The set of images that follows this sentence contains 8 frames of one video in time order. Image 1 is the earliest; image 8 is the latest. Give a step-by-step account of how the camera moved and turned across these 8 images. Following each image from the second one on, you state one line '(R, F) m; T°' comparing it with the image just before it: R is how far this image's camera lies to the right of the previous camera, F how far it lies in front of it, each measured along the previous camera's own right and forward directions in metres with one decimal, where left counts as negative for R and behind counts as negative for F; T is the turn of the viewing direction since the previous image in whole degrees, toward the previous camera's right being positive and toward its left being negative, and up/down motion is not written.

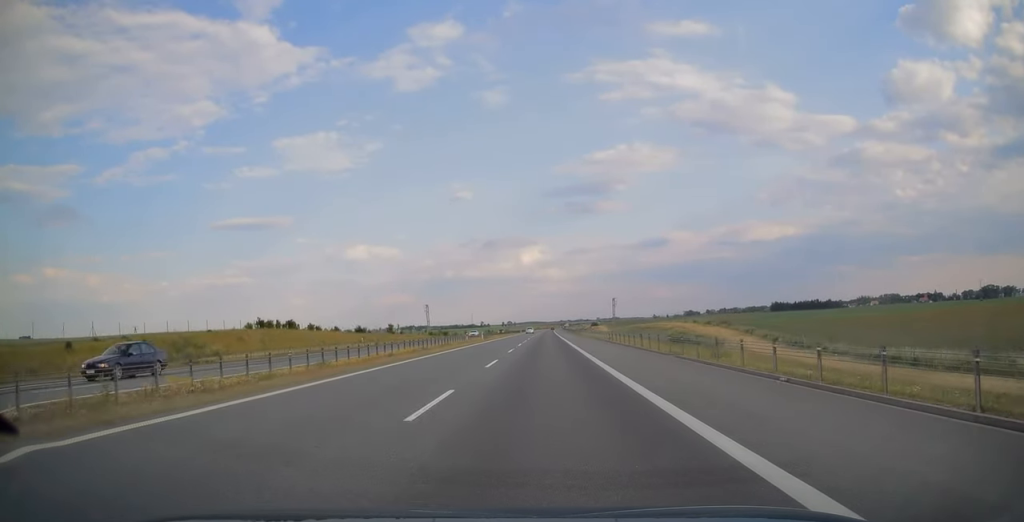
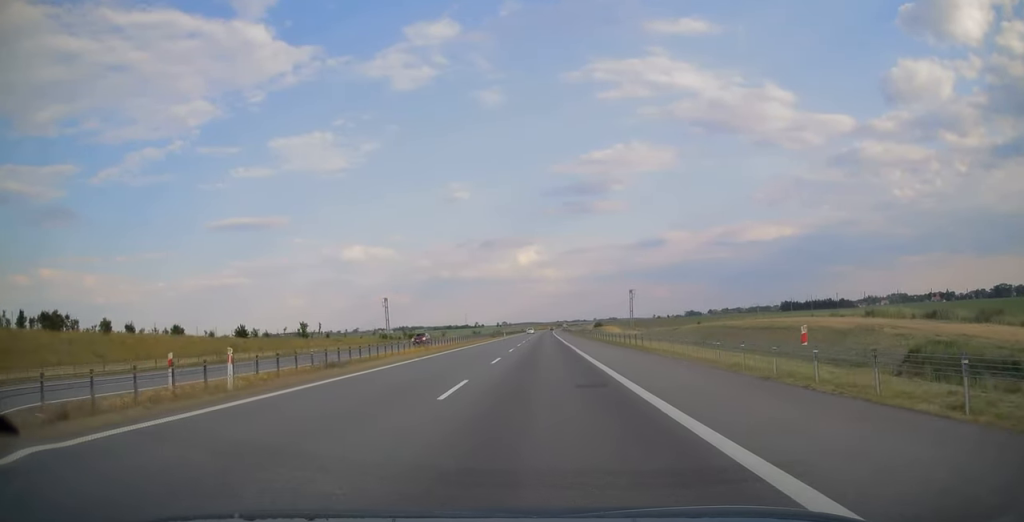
(+0.1, +57.3) m; 0°
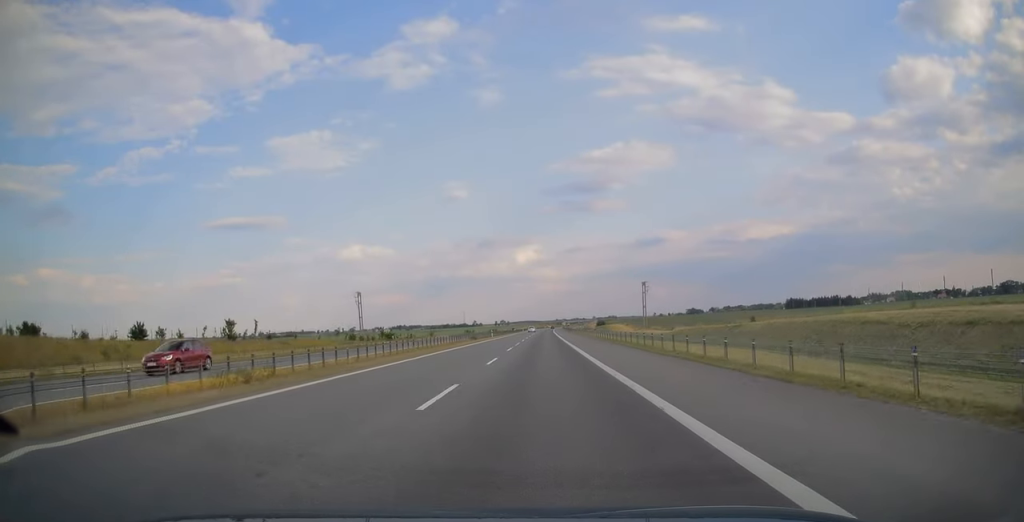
(0.0, +25.6) m; 0°
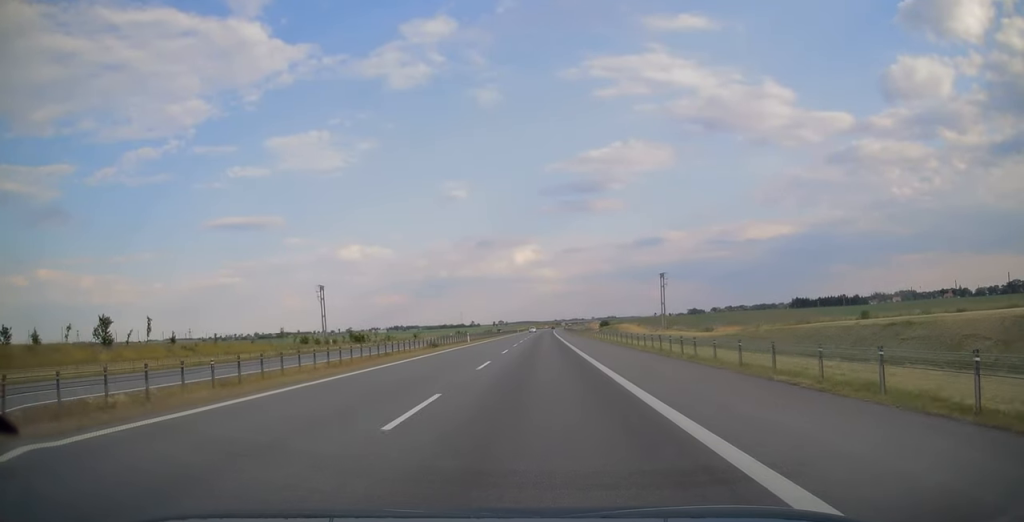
(0.0, +26.2) m; 0°
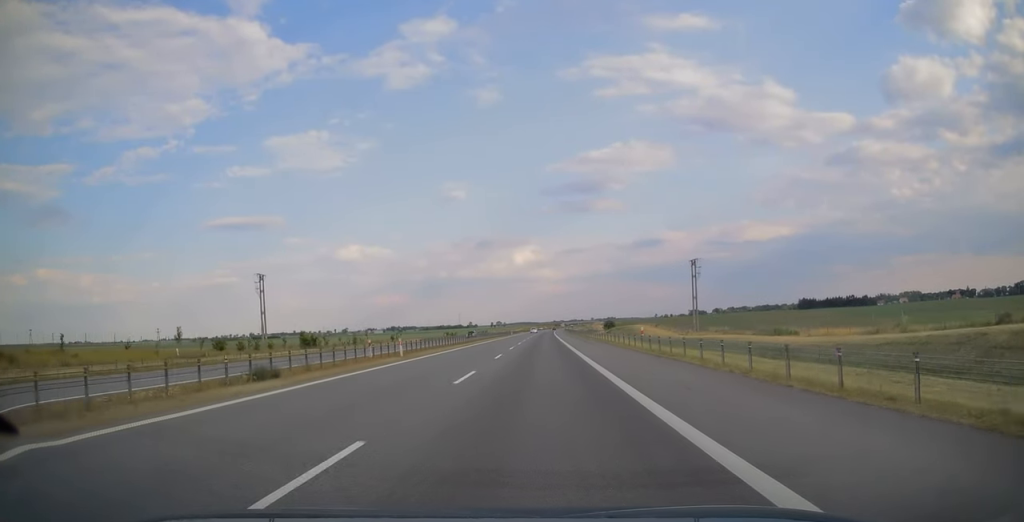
(0.0, +28.9) m; 0°
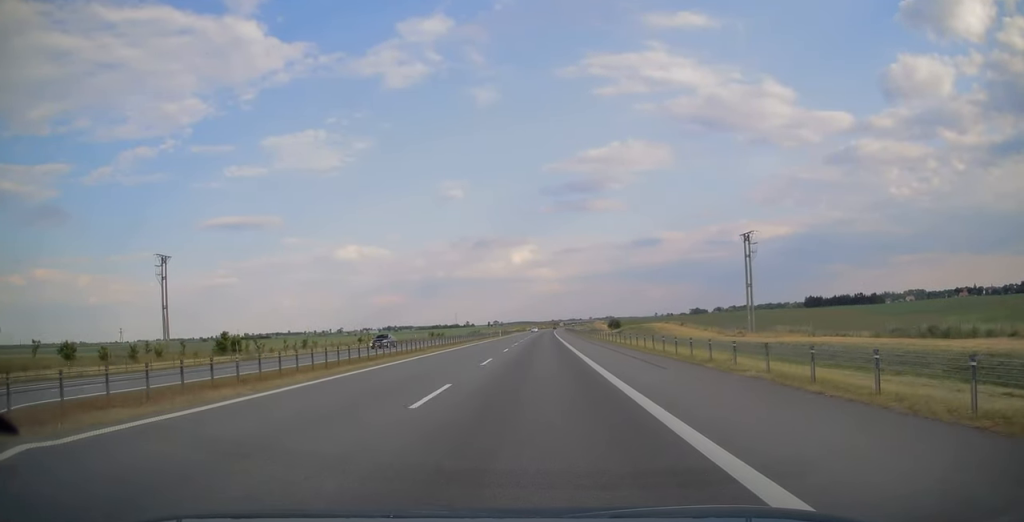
(0.0, +28.8) m; 0°
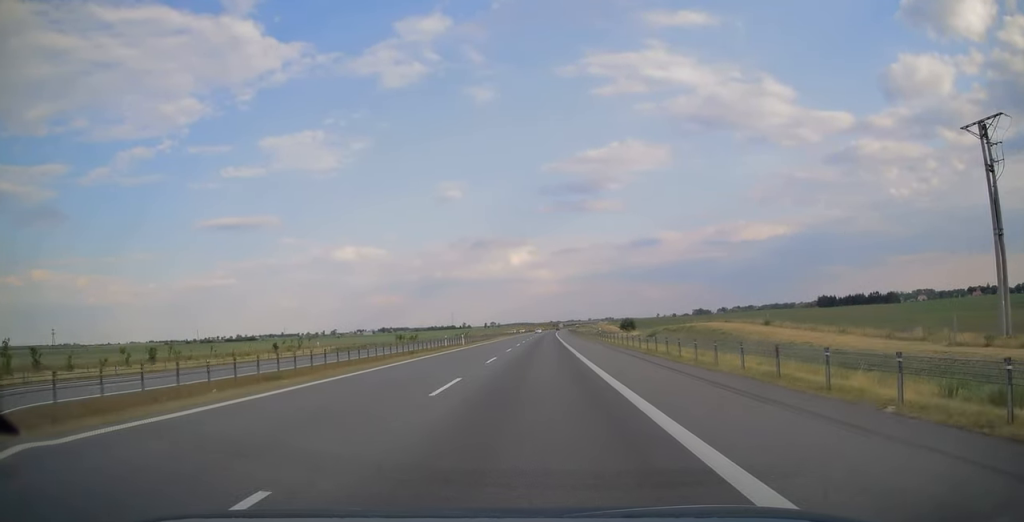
(+0.1, +45.6) m; 0°
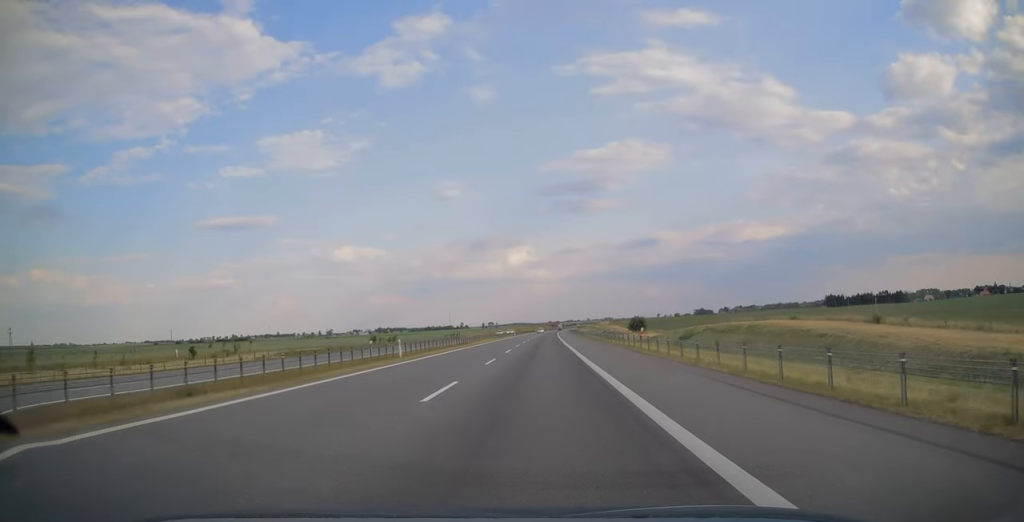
(+0.1, +25.0) m; 0°
